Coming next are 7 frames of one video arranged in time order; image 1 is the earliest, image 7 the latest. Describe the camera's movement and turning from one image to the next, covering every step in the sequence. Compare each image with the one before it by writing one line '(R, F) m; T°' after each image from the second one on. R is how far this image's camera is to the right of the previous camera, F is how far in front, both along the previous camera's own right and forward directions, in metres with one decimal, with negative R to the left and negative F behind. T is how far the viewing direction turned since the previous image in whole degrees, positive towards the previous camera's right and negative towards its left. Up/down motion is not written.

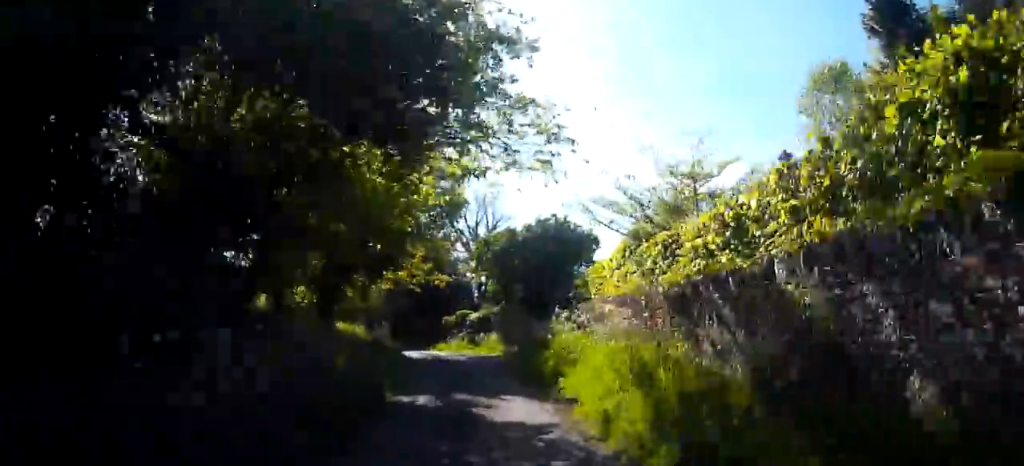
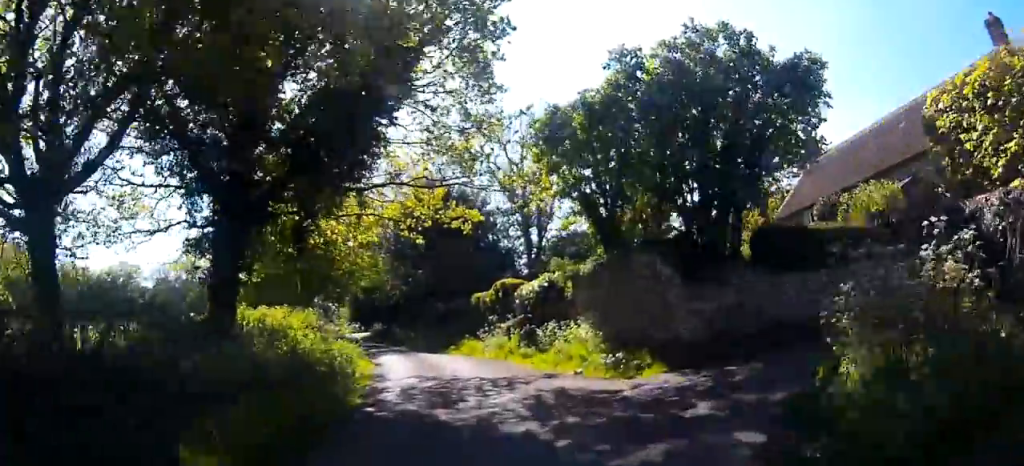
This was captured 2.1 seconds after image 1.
(-1.8, +17.4) m; -10°
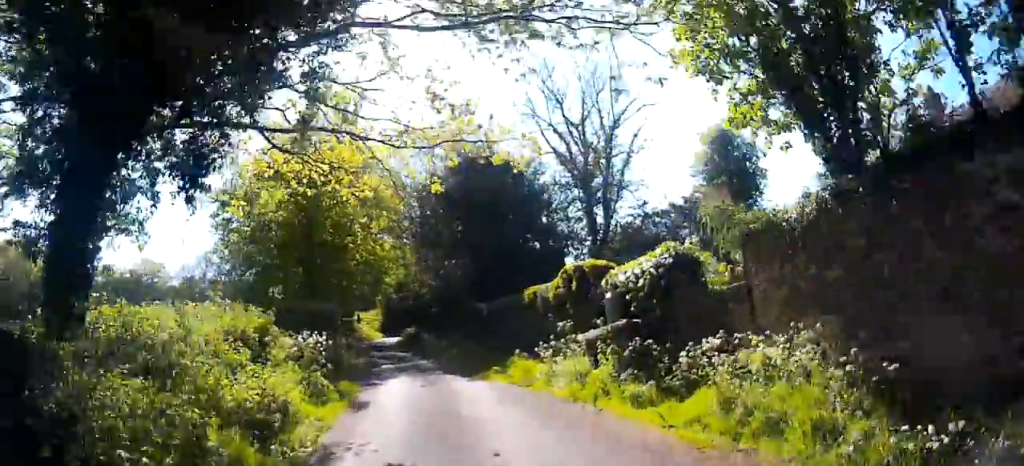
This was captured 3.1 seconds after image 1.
(-0.1, +8.4) m; -4°
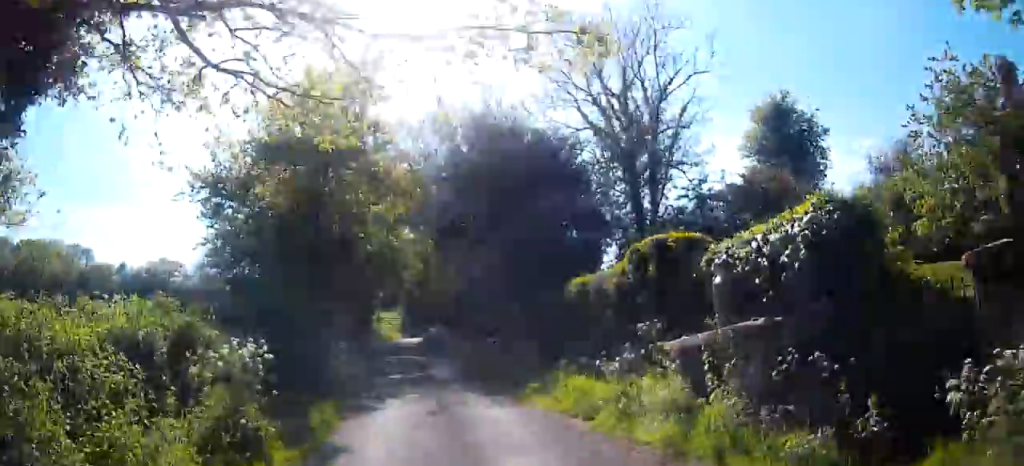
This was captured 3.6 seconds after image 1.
(-0.2, +4.3) m; -2°
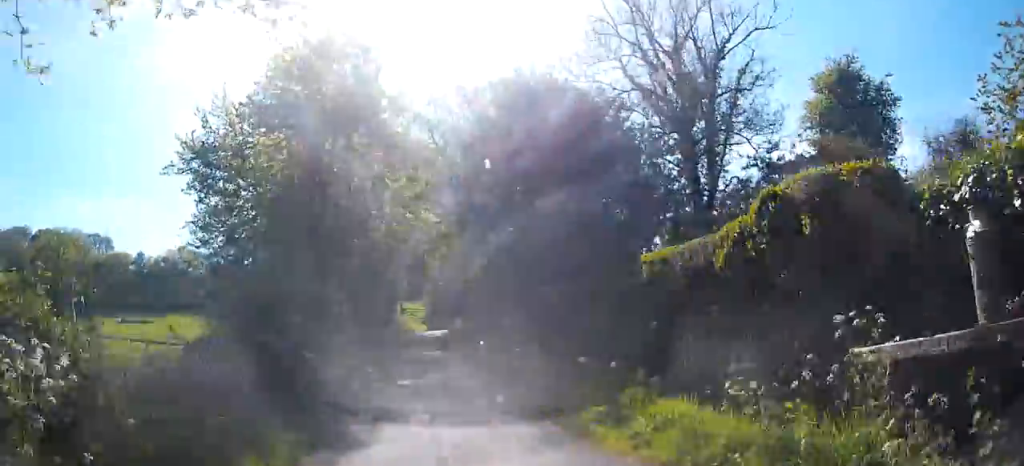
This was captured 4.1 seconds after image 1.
(-0.1, +4.0) m; -2°
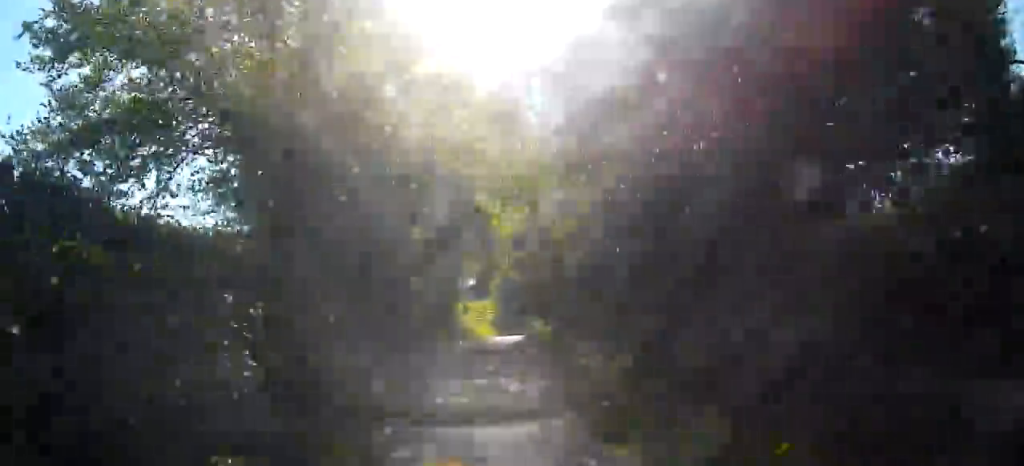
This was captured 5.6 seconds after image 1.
(-0.3, +13.2) m; -2°
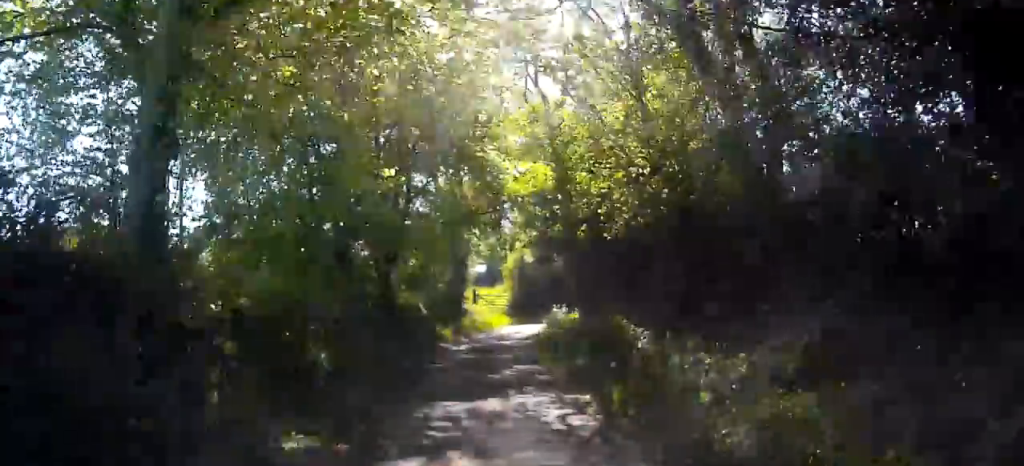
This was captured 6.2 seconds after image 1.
(0.0, +5.9) m; -1°
